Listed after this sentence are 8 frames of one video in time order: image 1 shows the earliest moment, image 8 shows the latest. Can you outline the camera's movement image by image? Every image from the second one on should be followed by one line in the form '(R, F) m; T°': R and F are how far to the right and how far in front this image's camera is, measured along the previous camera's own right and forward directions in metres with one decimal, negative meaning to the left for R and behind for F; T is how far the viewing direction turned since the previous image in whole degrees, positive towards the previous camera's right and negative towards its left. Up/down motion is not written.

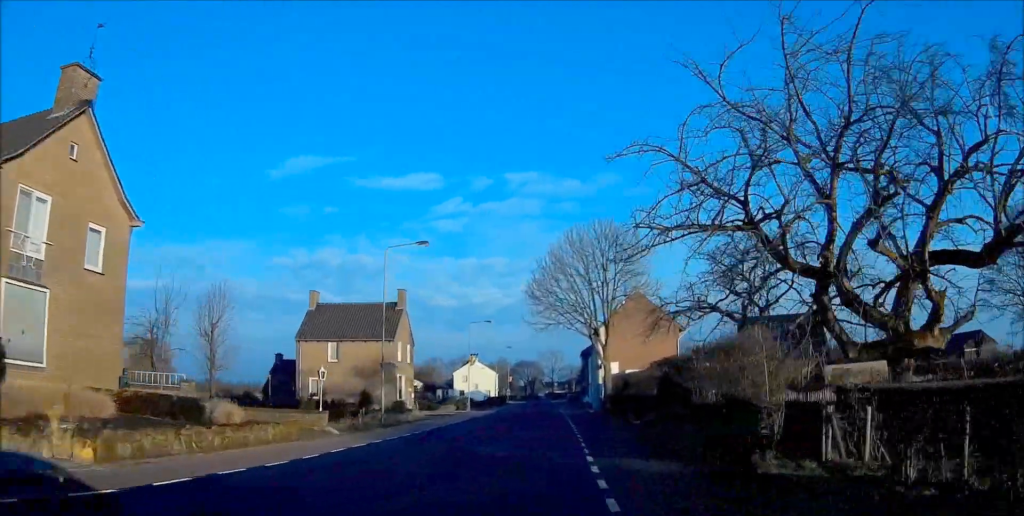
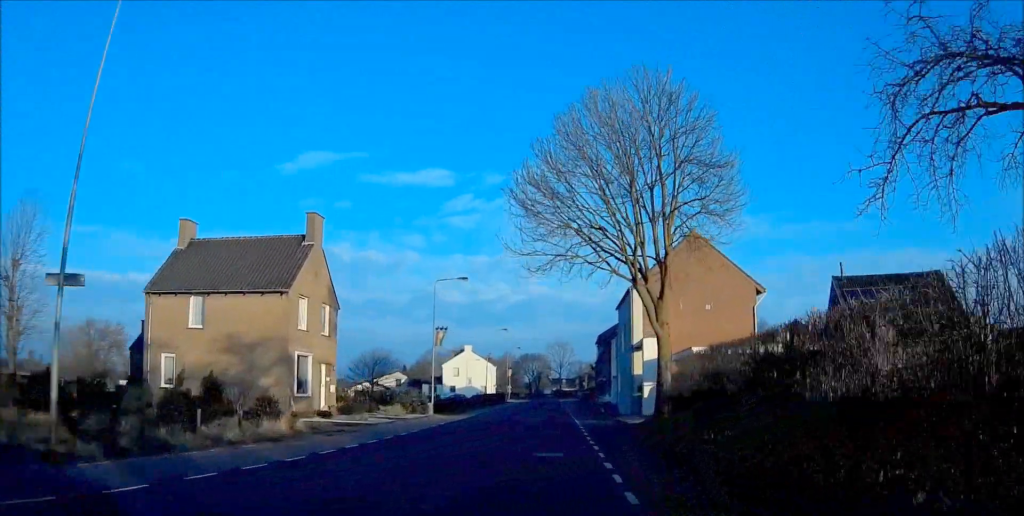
(-0.3, +23.5) m; -1°
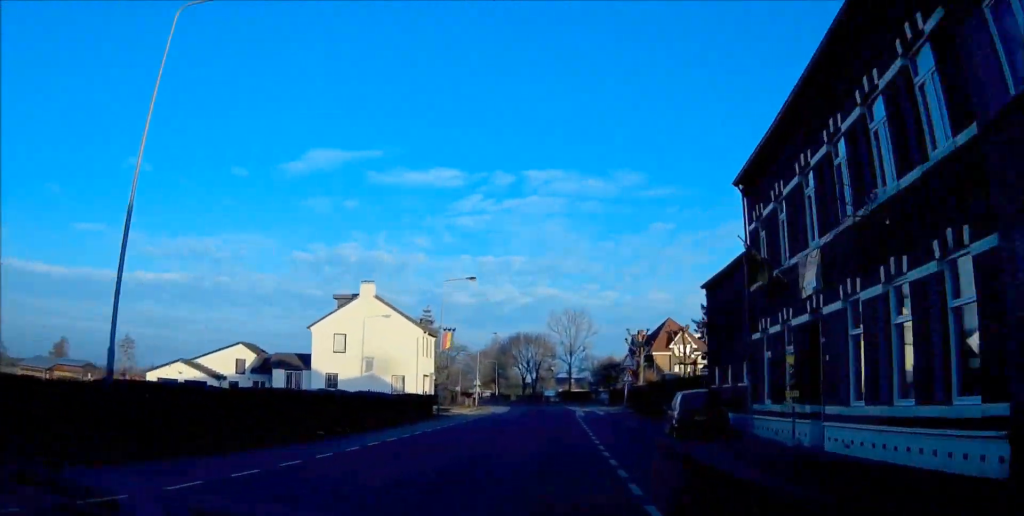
(-0.1, +68.8) m; 0°
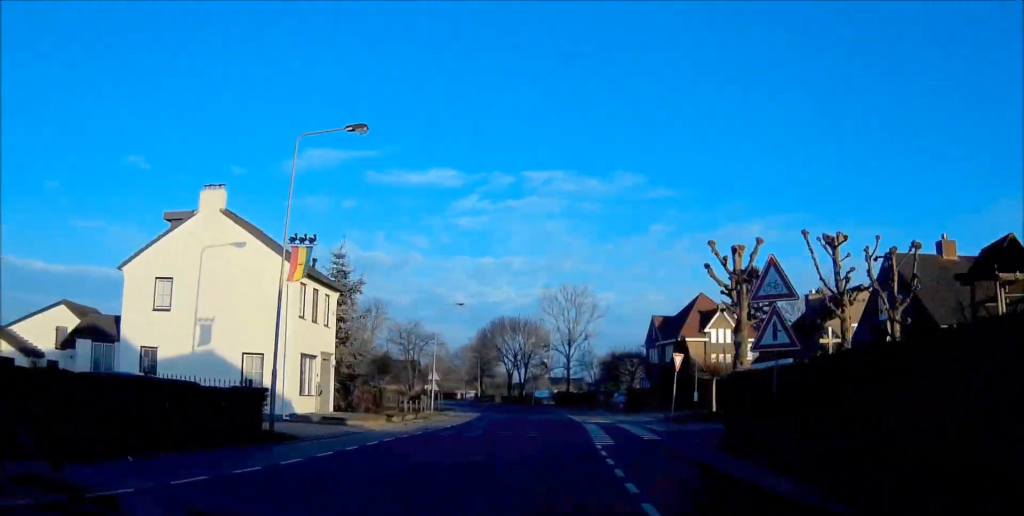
(+0.2, +26.0) m; -1°
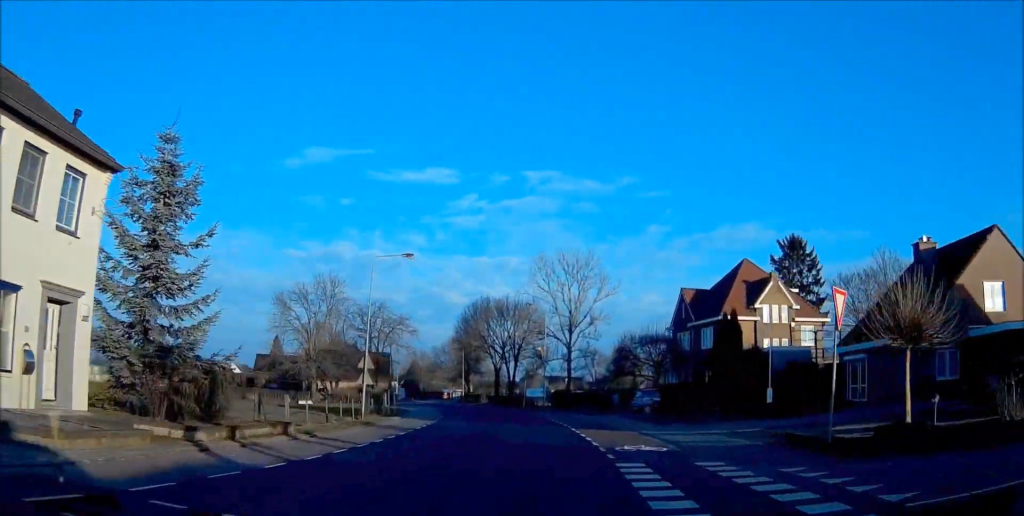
(-0.3, +19.1) m; -2°
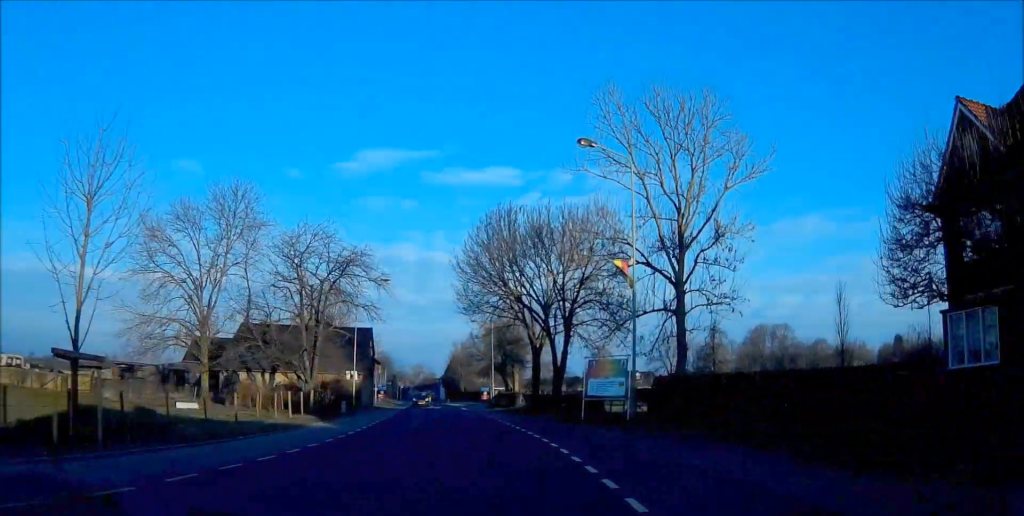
(-1.7, +37.0) m; -6°
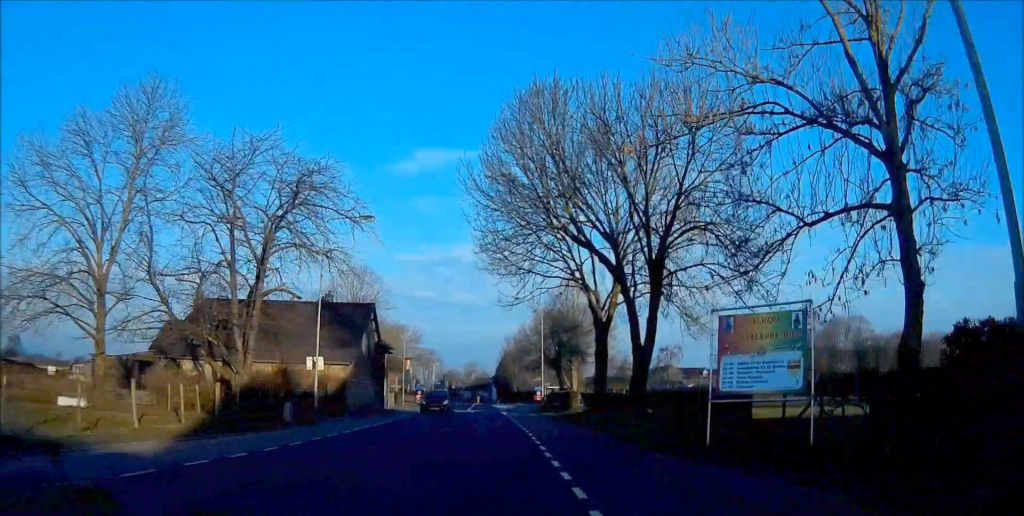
(-0.1, +16.8) m; -3°
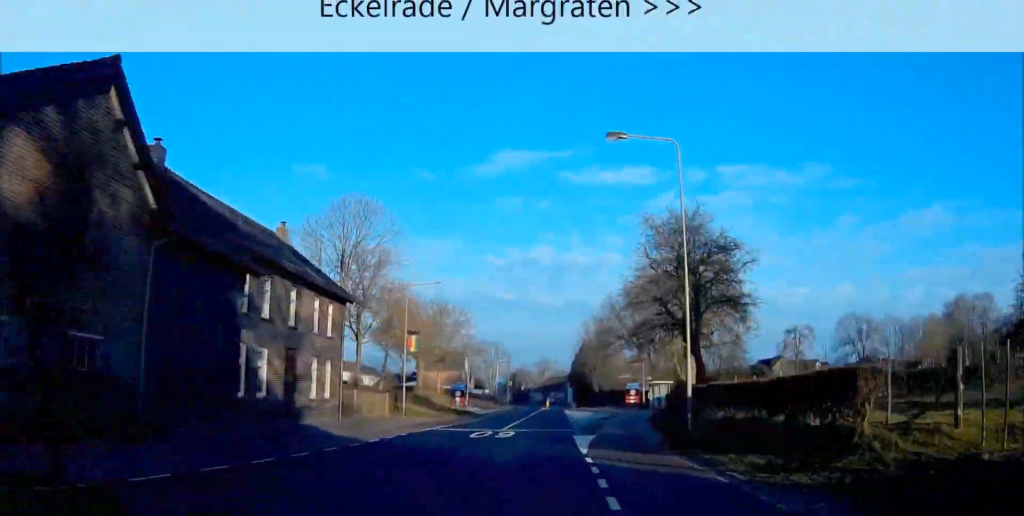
(-2.1, +34.4) m; -5°
